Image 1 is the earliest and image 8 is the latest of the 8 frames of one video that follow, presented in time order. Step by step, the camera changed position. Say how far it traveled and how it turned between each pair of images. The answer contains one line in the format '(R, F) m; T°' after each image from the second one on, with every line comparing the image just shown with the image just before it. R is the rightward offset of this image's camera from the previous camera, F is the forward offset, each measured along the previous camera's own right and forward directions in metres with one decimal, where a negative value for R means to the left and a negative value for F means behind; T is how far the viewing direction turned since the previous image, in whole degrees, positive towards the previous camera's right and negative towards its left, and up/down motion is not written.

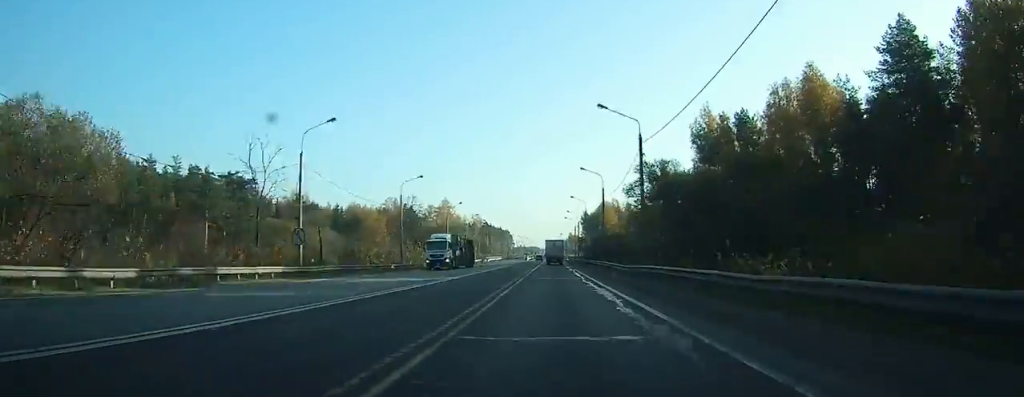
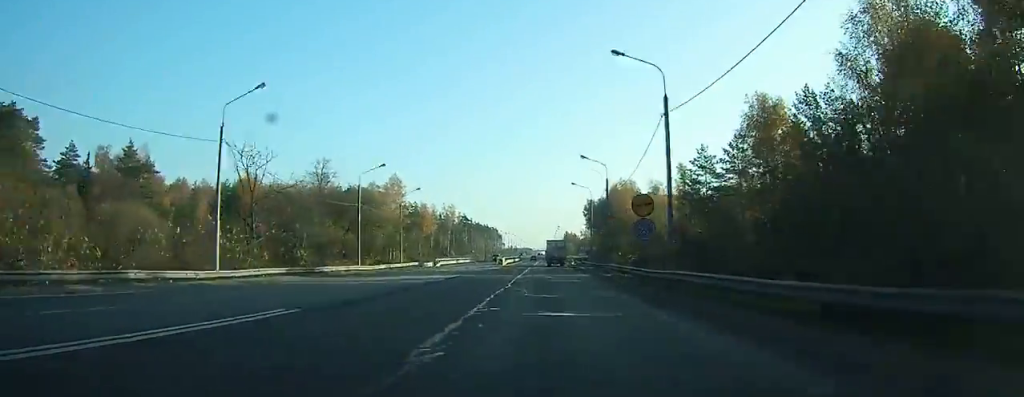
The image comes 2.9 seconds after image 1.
(0.0, +71.4) m; 0°
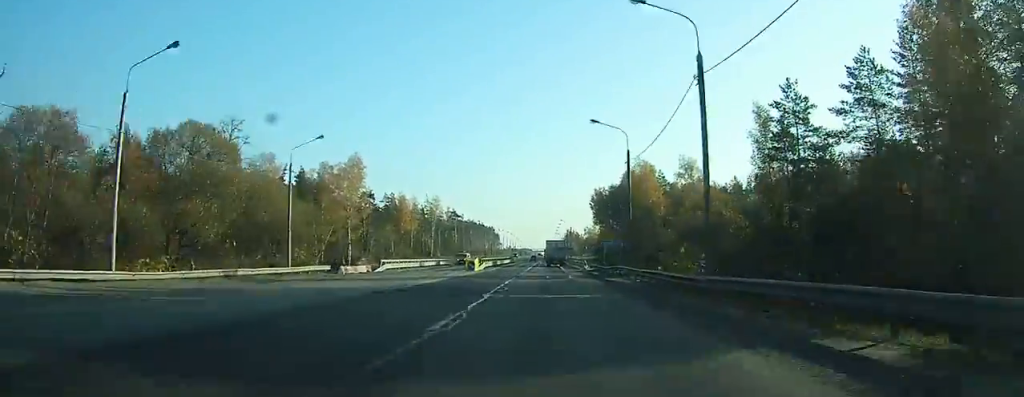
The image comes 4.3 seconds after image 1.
(+0.1, +36.3) m; 0°
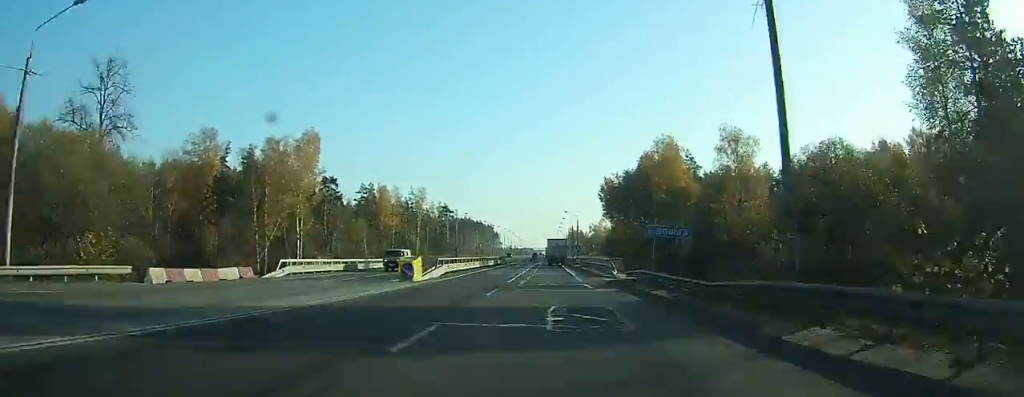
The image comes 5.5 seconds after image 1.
(+0.1, +27.7) m; 0°
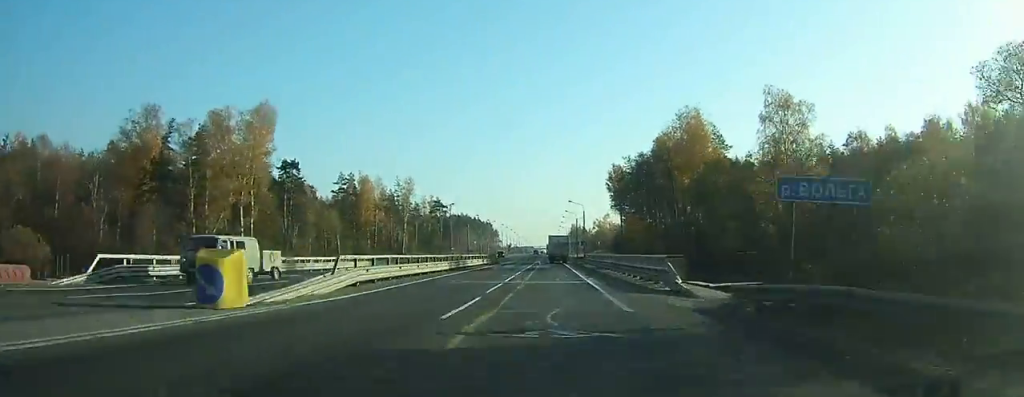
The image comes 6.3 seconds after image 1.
(+0.1, +17.8) m; 0°
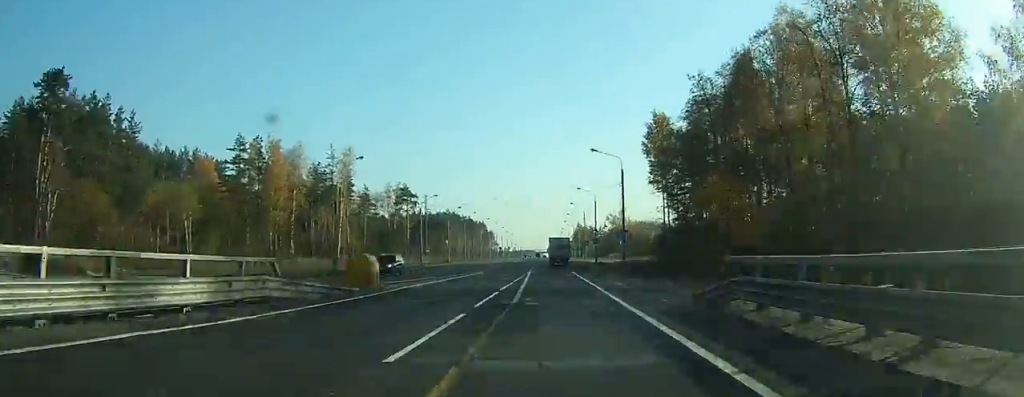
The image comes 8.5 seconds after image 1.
(0.0, +50.2) m; 0°
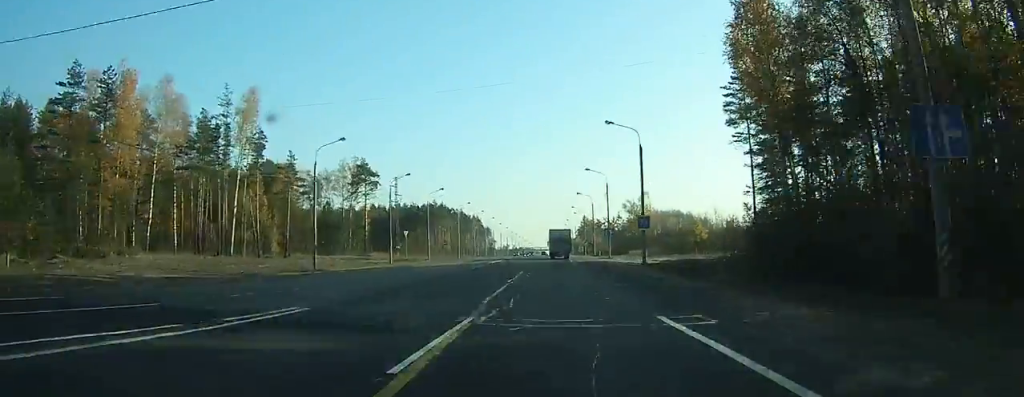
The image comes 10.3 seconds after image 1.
(-0.1, +38.7) m; 0°
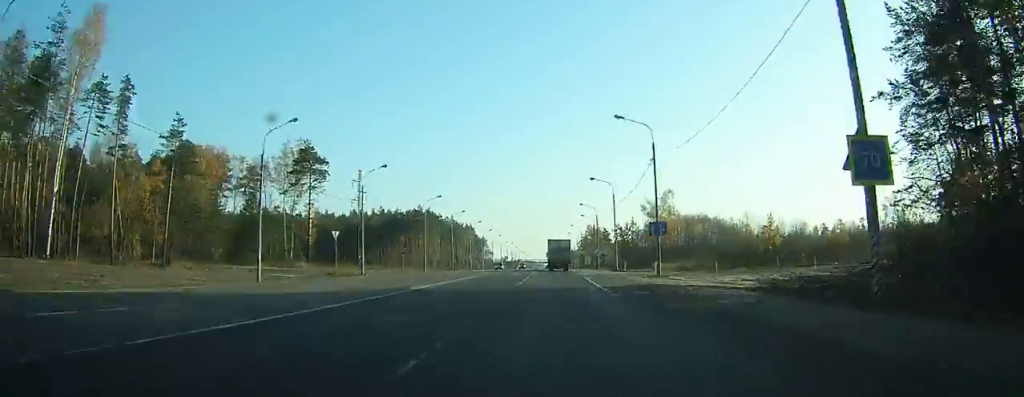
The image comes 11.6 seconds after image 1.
(-0.1, +30.2) m; 0°
